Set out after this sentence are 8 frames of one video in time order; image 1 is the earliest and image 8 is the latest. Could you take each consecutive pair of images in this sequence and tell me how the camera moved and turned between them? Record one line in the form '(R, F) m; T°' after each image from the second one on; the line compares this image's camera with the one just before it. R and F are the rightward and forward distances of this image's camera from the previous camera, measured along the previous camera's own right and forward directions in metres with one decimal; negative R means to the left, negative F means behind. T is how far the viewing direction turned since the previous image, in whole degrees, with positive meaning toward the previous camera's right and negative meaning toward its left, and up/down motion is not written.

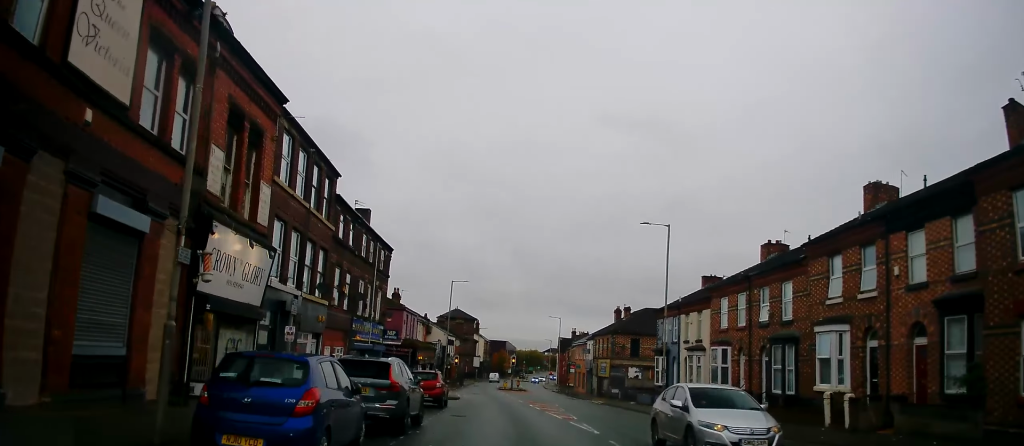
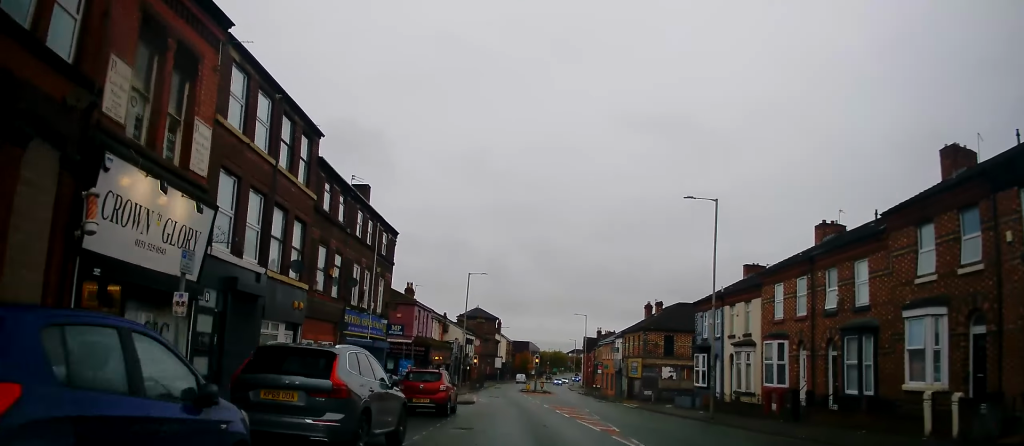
(-0.1, +4.8) m; -2°
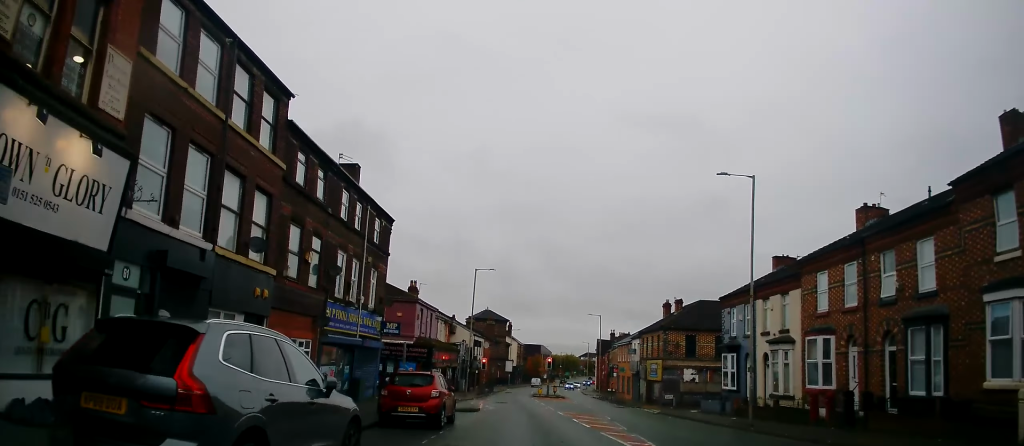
(-0.1, +4.2) m; 0°
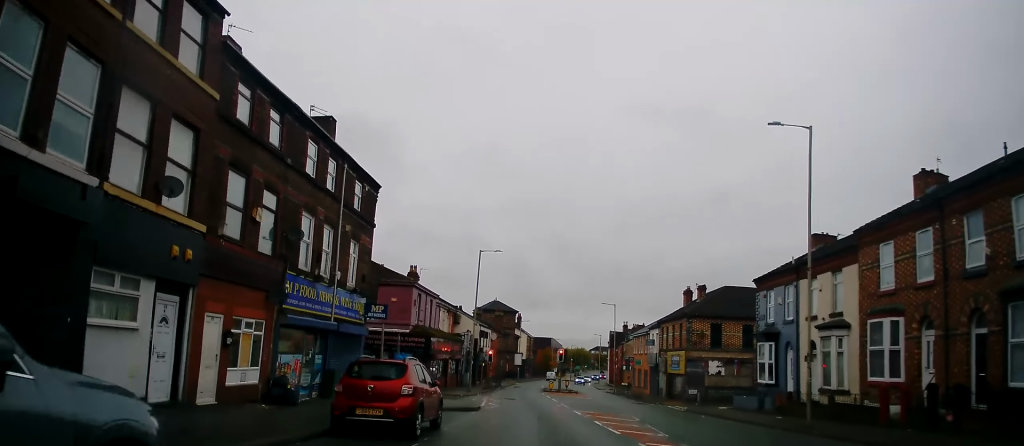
(-0.1, +5.3) m; -1°
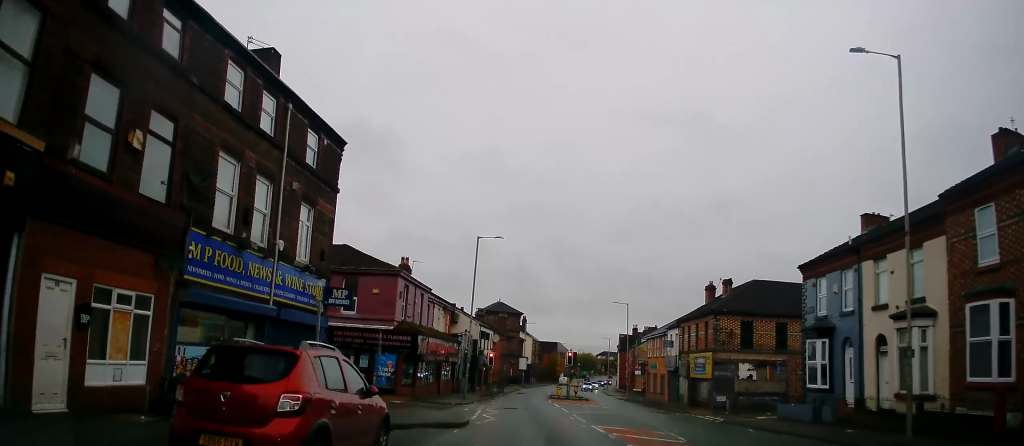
(+0.1, +6.0) m; -2°
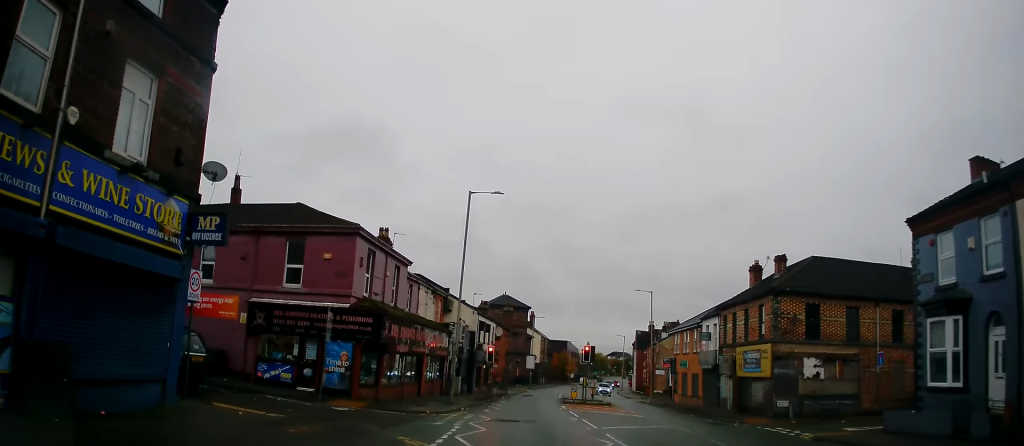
(-0.6, +9.5) m; -4°
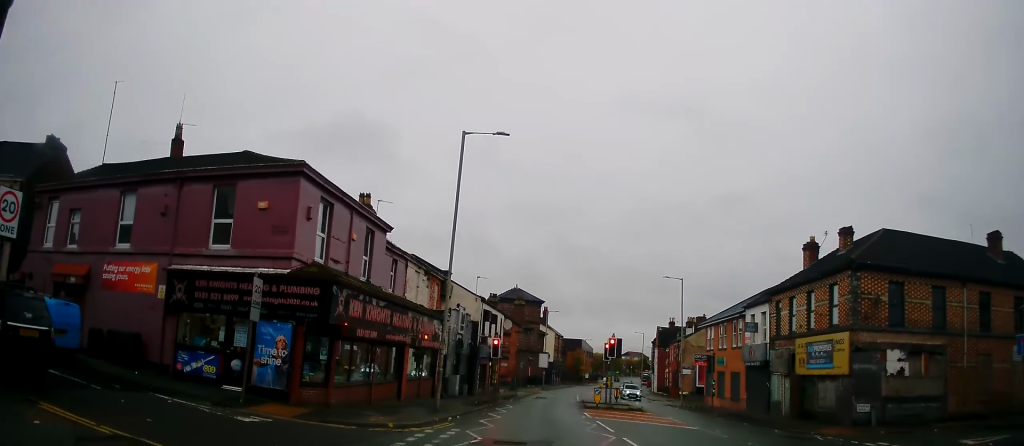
(+0.1, +7.7) m; +2°
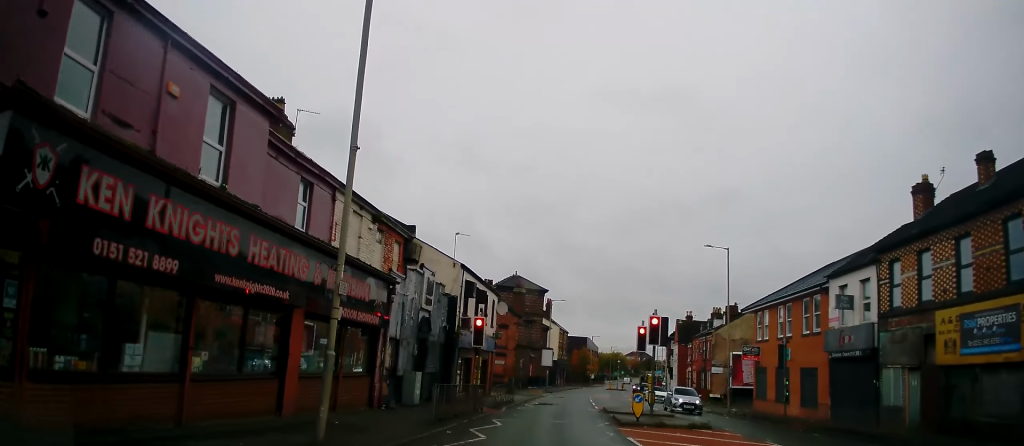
(-0.2, +12.0) m; -2°
